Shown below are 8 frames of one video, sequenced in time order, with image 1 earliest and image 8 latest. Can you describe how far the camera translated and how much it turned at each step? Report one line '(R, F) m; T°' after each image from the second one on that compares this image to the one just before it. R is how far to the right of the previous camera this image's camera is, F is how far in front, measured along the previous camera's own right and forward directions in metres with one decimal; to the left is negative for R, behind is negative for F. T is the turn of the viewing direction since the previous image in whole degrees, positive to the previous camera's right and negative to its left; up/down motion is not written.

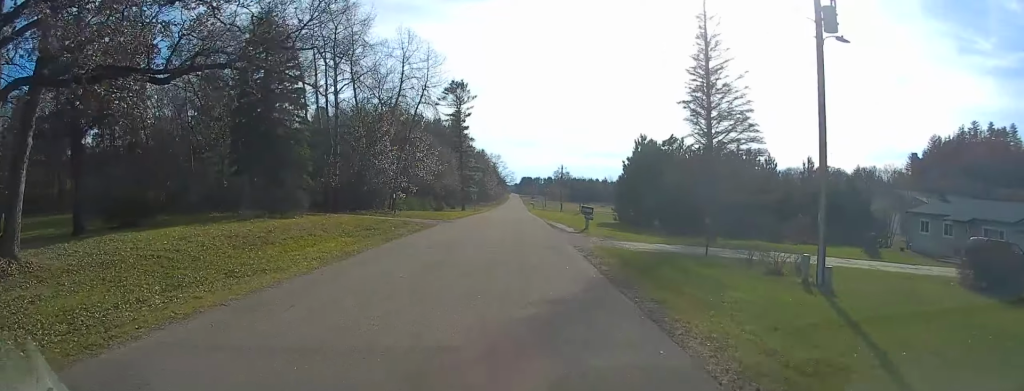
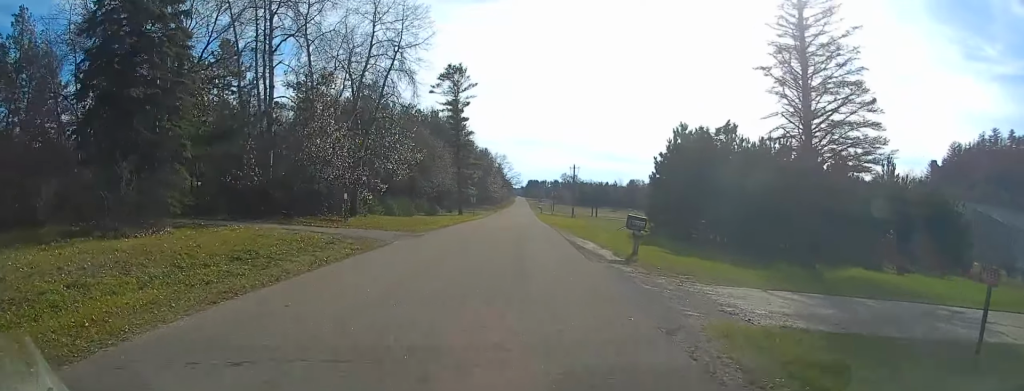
(-0.5, +13.7) m; 0°
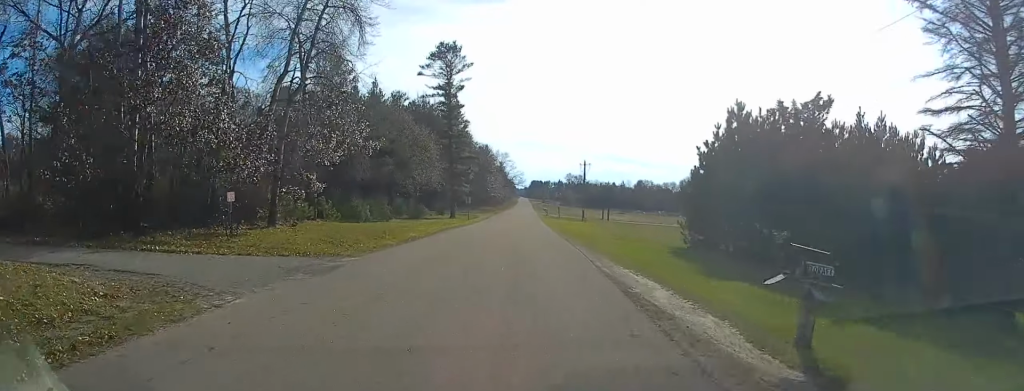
(+0.2, +13.0) m; +1°
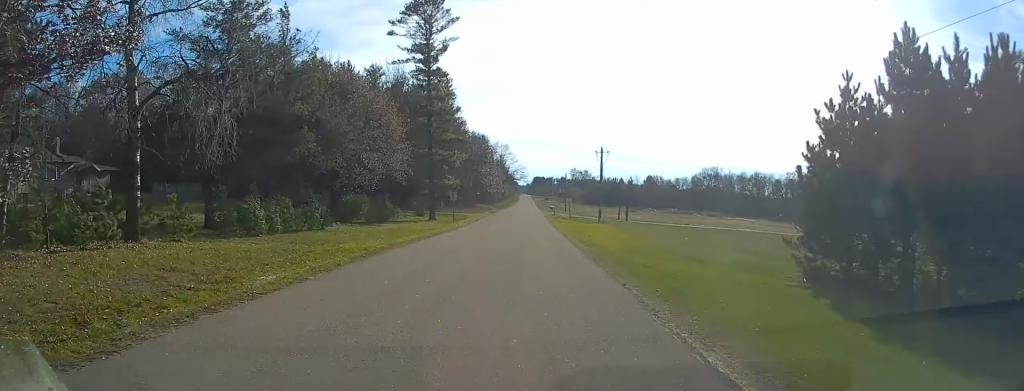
(+0.3, +18.2) m; +1°
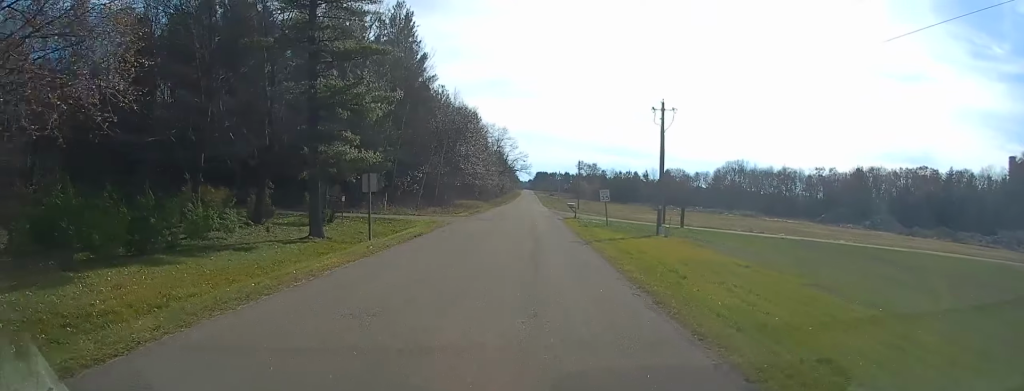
(-0.1, +32.6) m; -2°
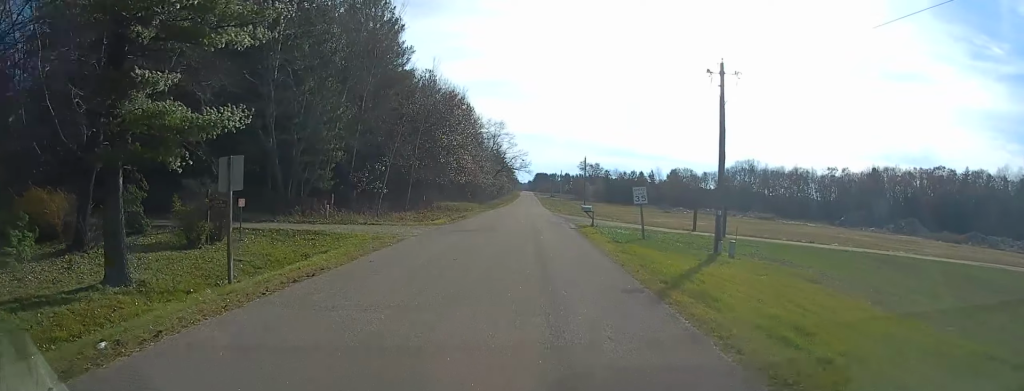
(-0.4, +13.0) m; 0°
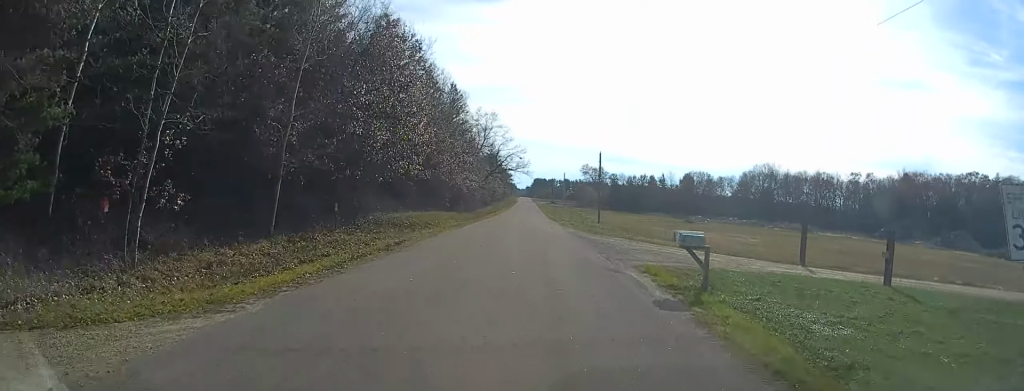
(+0.3, +23.4) m; 0°
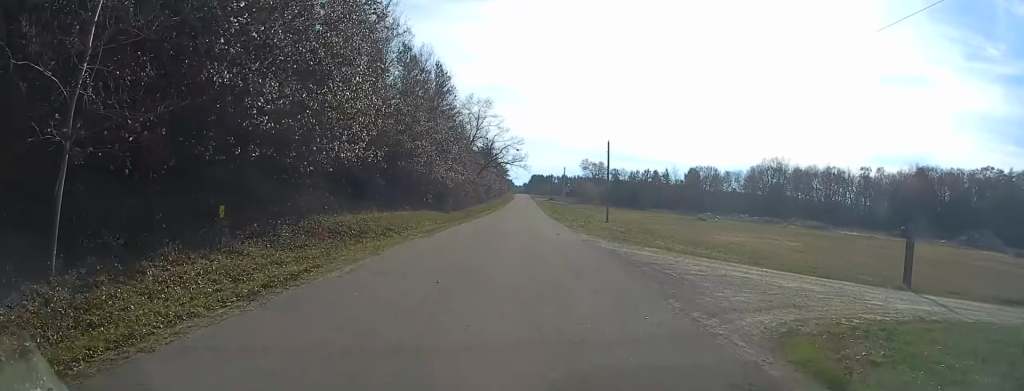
(-0.2, +10.7) m; 0°
